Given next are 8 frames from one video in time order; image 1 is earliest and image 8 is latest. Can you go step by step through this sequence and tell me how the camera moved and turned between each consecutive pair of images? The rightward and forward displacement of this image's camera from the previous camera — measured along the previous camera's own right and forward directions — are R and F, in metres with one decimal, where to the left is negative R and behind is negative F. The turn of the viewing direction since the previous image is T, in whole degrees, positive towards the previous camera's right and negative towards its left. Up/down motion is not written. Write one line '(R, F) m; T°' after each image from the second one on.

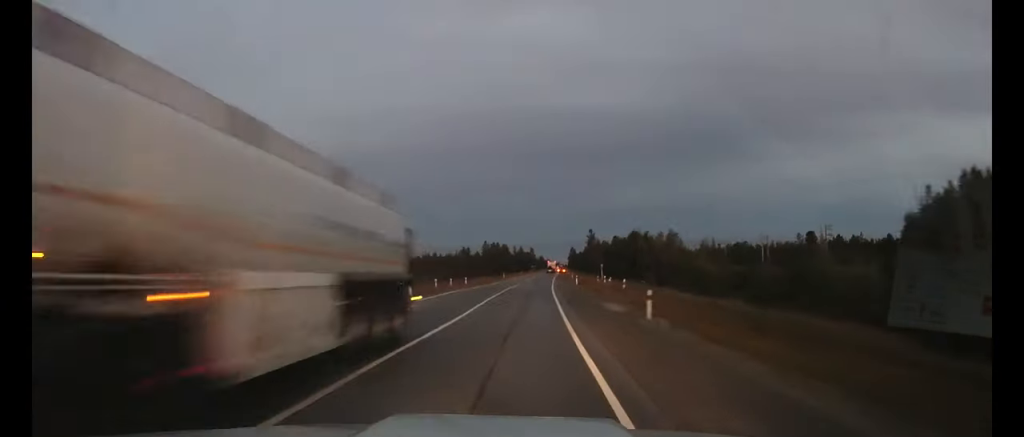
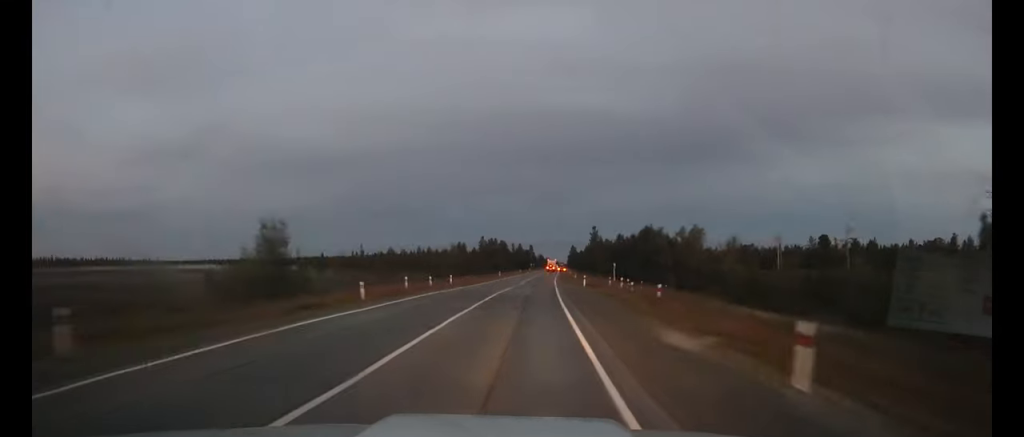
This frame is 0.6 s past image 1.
(0.0, +11.6) m; 0°
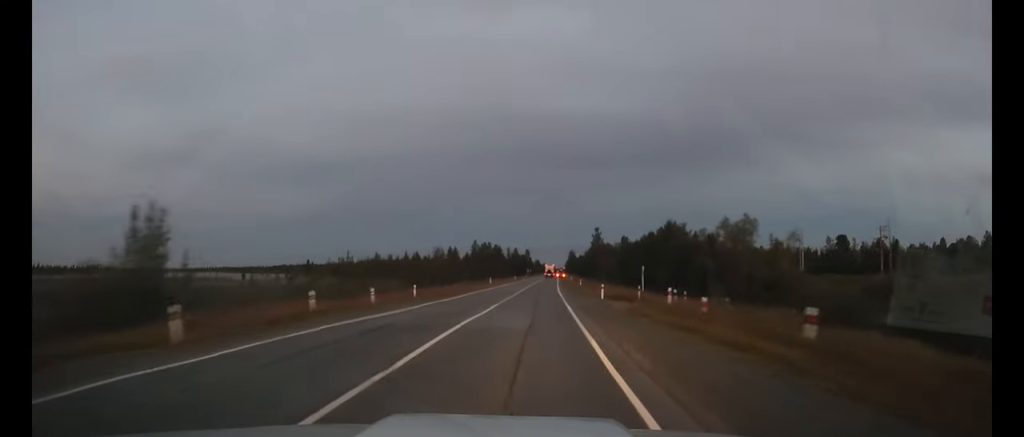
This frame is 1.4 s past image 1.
(+0.1, +16.8) m; +1°
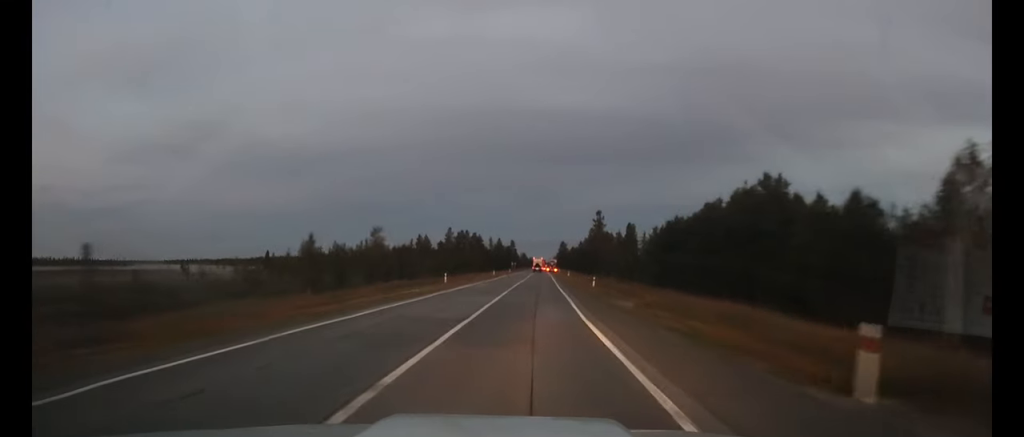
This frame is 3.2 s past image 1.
(+0.3, +34.6) m; +1°
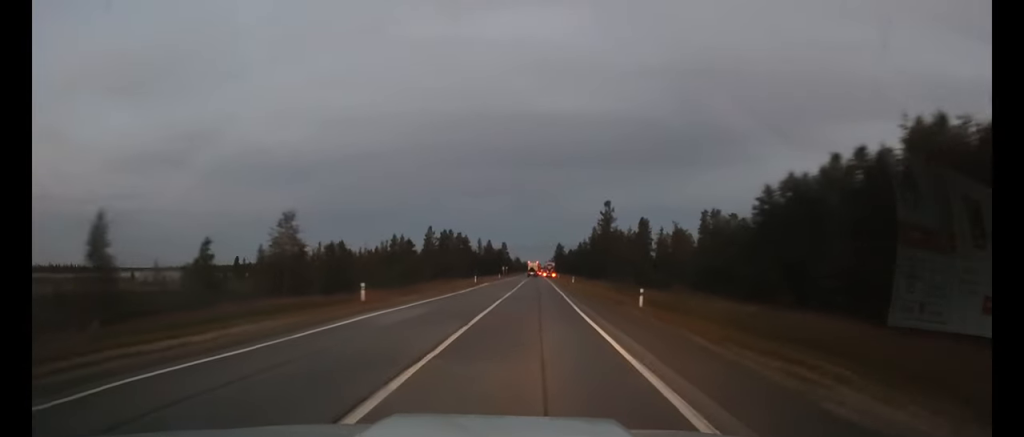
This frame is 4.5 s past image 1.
(+0.2, +25.6) m; +1°
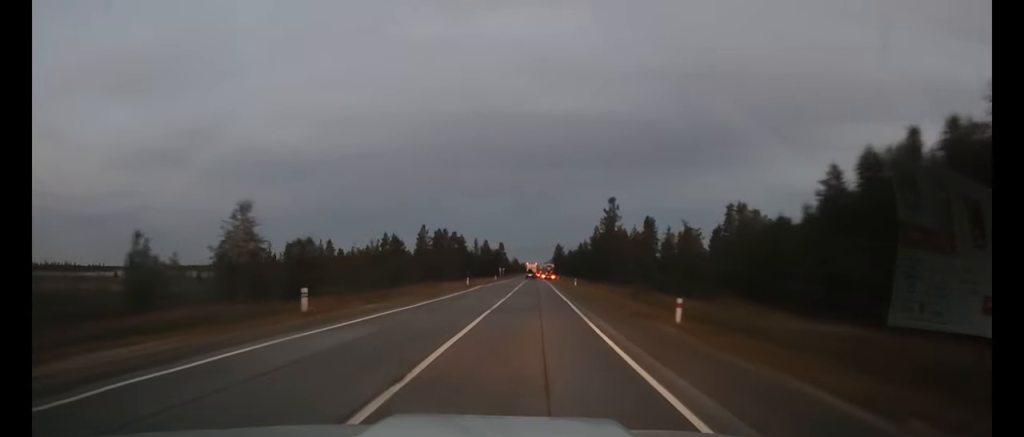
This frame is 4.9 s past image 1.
(0.0, +7.6) m; 0°
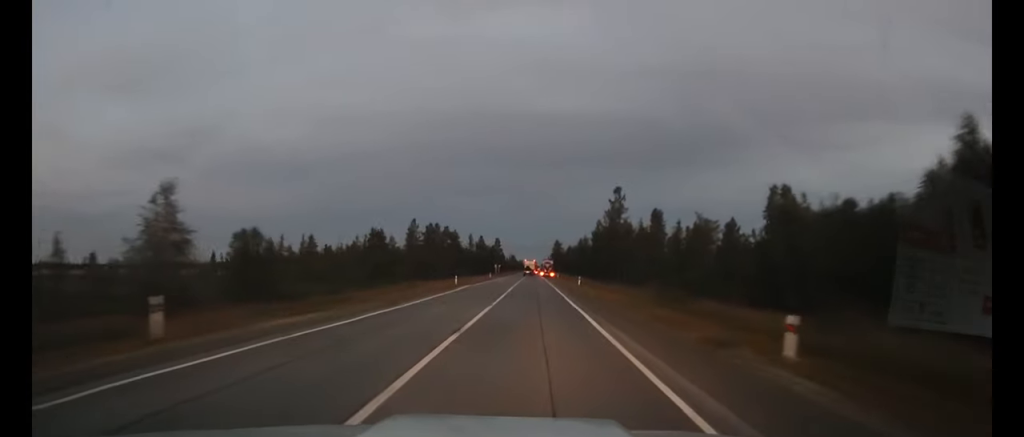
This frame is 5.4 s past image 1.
(0.0, +9.5) m; 0°
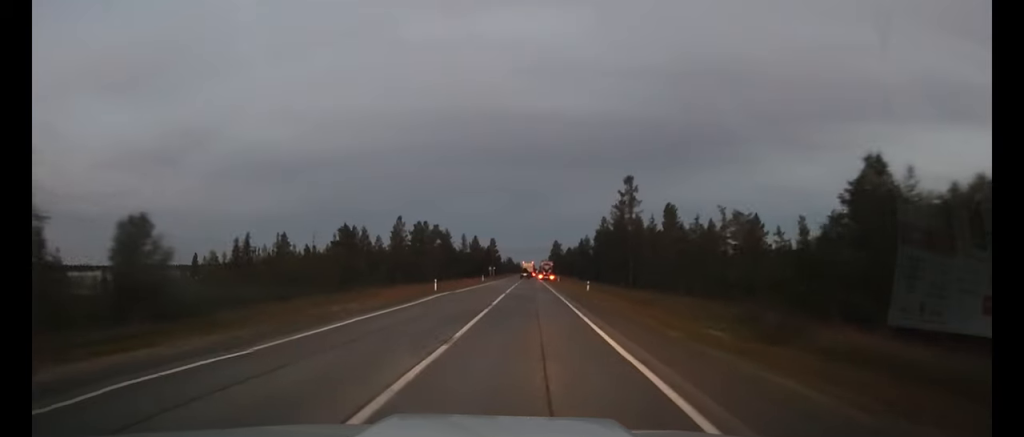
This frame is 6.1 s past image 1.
(0.0, +12.5) m; 0°
